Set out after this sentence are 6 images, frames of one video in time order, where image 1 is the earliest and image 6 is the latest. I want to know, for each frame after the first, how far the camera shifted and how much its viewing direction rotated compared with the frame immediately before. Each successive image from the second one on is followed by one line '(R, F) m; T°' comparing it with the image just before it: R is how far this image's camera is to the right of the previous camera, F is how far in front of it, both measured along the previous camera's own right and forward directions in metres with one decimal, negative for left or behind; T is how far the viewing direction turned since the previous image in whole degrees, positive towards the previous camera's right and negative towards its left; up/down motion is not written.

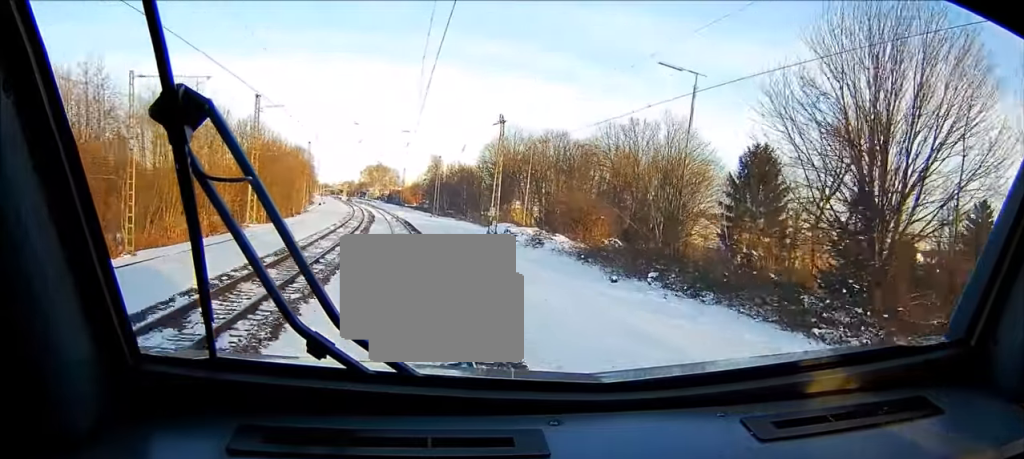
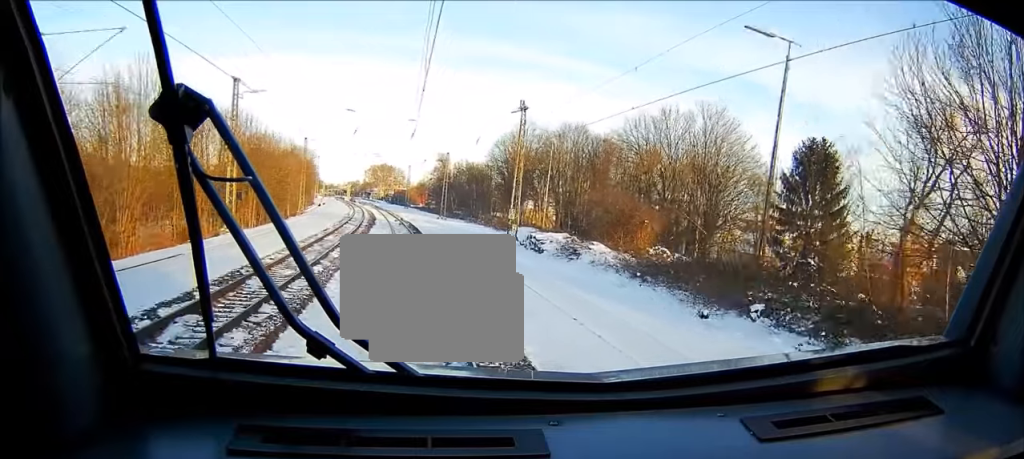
(0.0, +10.3) m; 0°
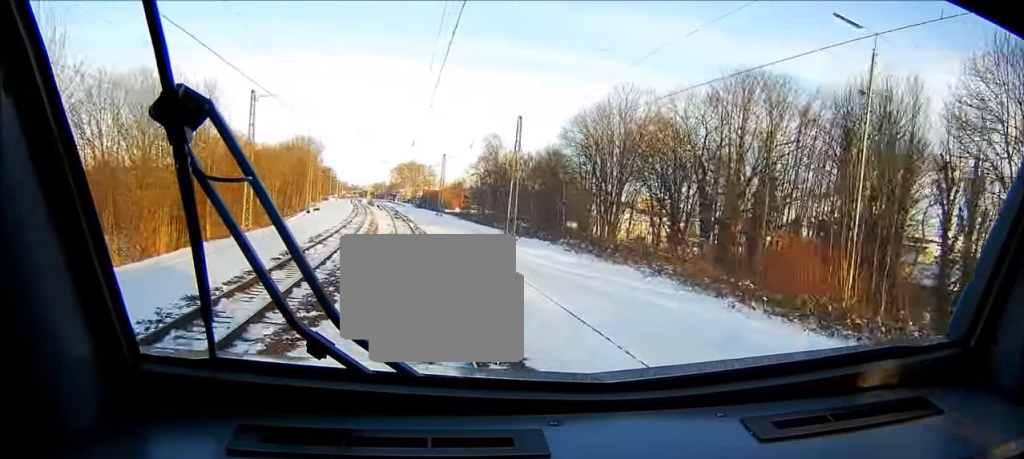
(-0.5, +53.3) m; -1°
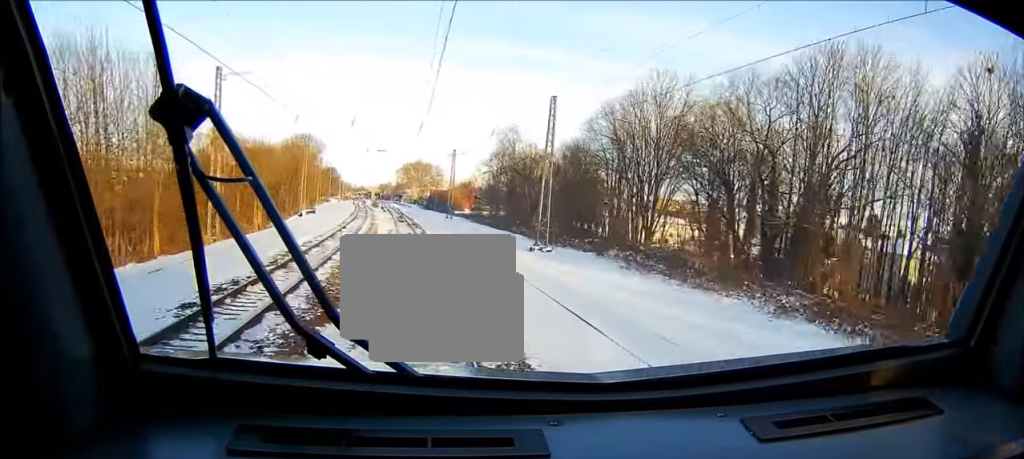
(-0.1, +12.4) m; 0°
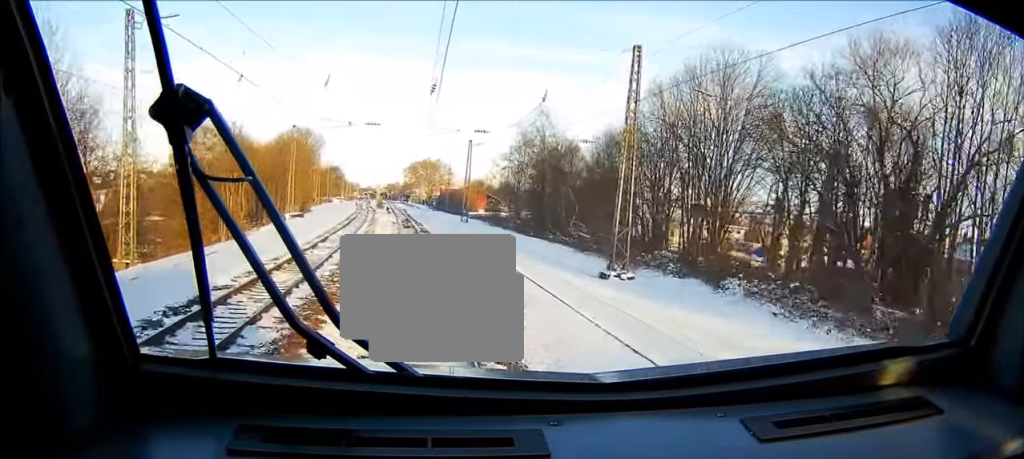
(-0.1, +16.8) m; -1°
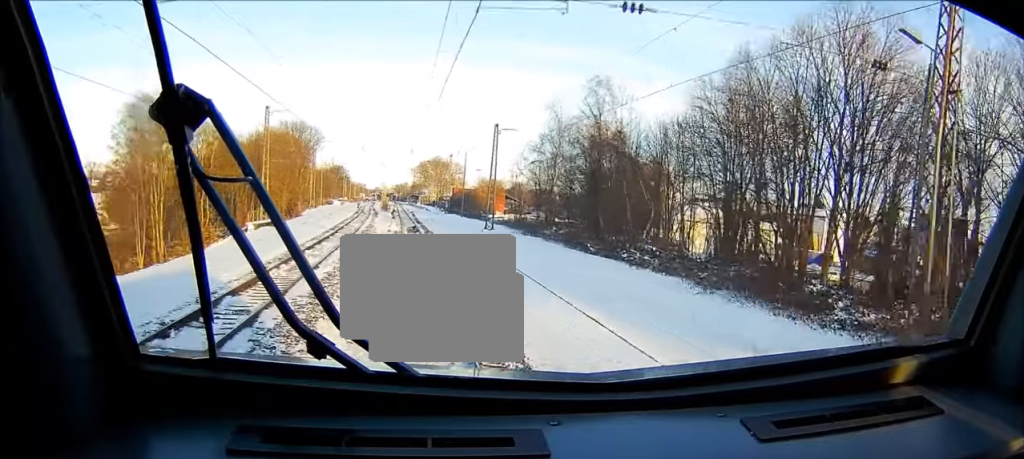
(-0.1, +21.1) m; -1°
